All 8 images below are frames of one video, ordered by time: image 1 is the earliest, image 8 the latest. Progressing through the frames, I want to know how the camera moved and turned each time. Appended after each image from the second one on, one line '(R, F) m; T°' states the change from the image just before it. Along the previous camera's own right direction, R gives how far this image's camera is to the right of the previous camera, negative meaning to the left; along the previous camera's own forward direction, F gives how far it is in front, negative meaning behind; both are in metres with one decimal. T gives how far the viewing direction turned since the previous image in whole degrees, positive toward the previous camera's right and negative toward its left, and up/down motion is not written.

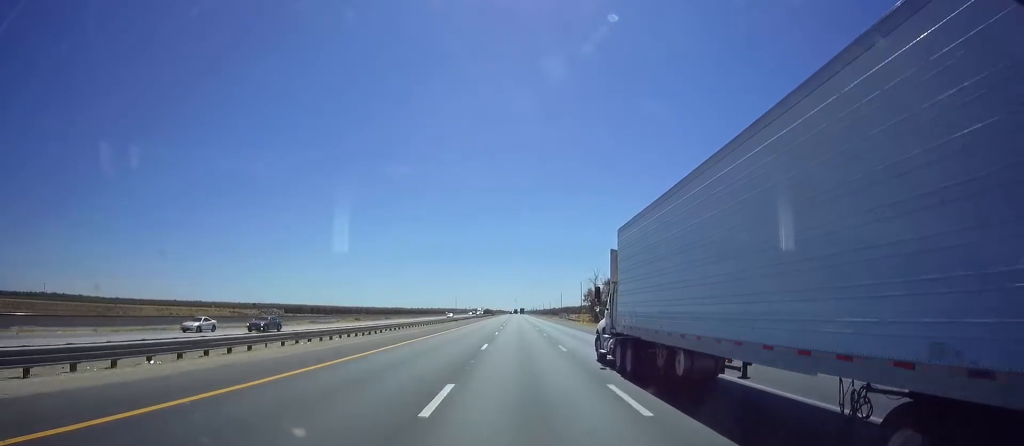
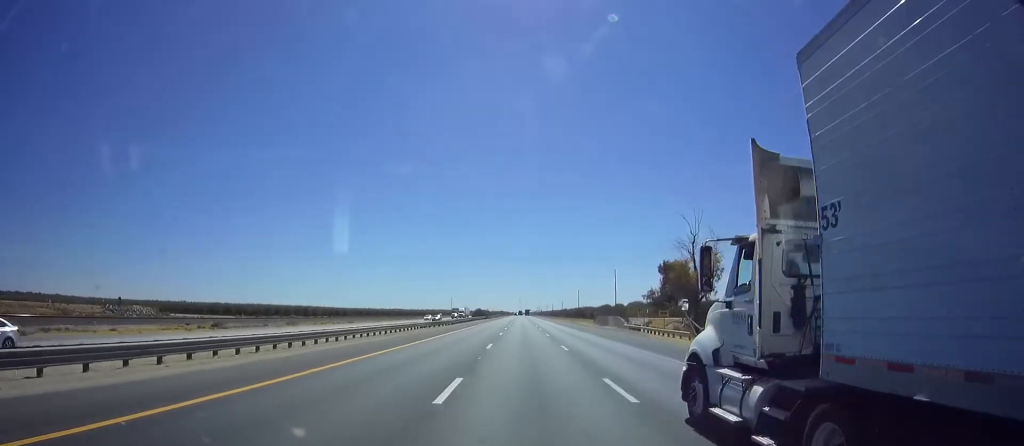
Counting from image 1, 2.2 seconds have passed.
(+0.5, +72.1) m; +1°
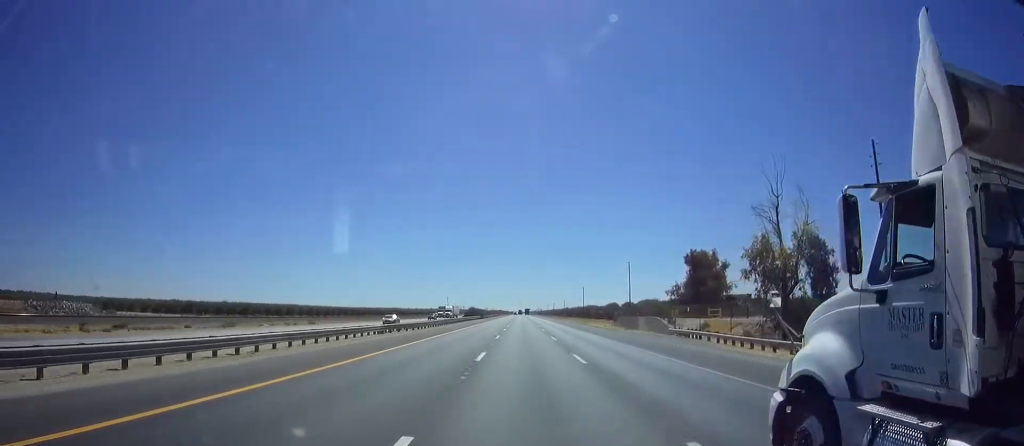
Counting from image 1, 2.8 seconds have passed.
(0.0, +21.0) m; 0°
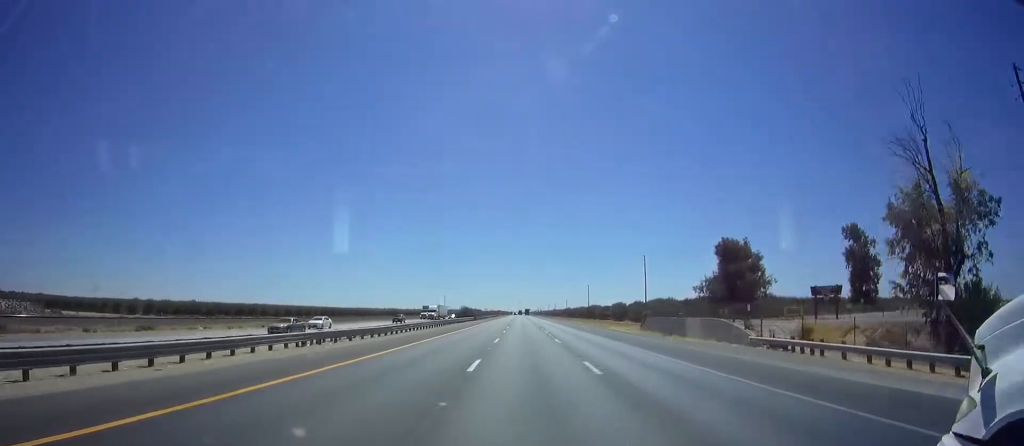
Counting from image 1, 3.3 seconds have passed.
(0.0, +17.6) m; 0°
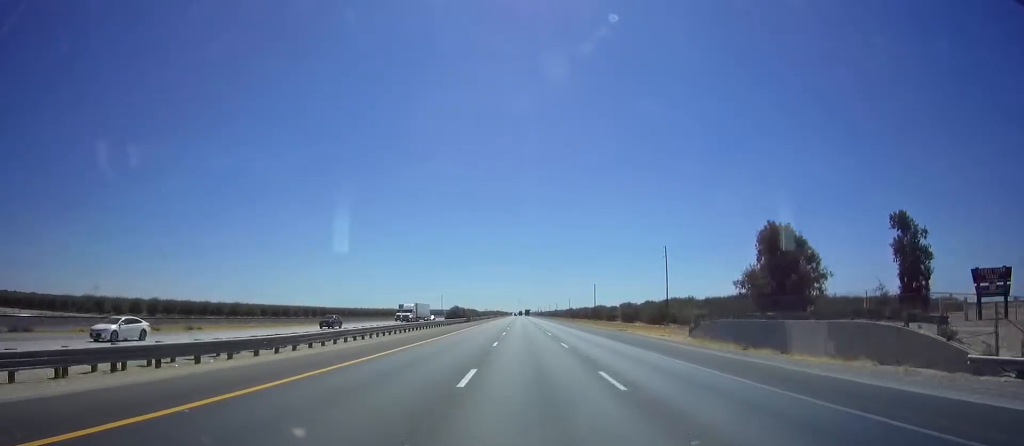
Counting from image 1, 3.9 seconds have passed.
(0.0, +17.6) m; 0°
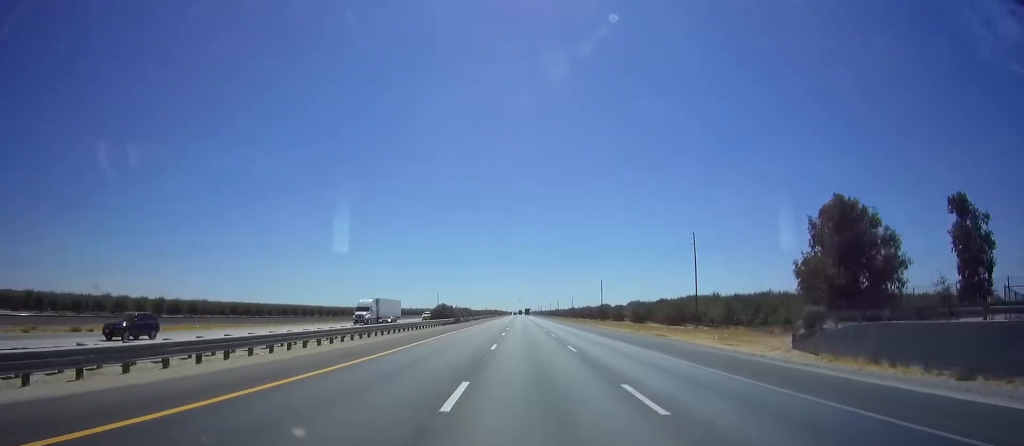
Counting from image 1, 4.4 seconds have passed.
(+0.1, +17.6) m; -1°
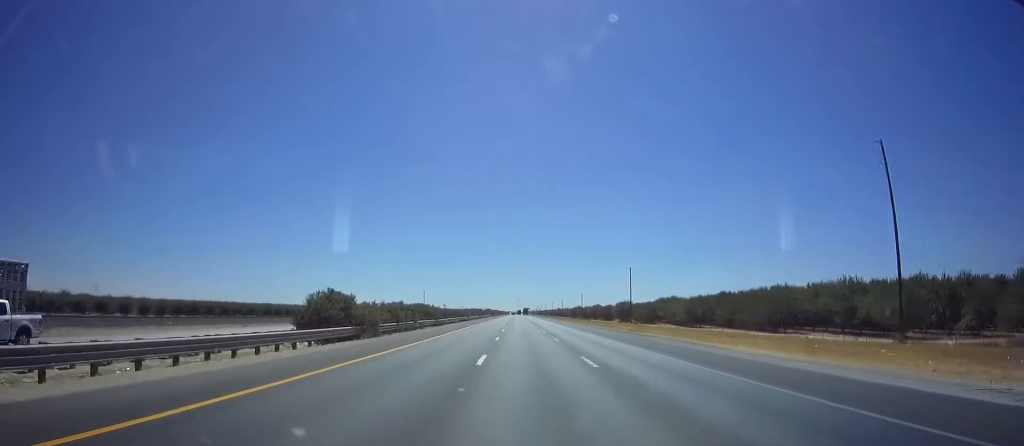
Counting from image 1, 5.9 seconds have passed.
(-0.8, +50.9) m; 0°
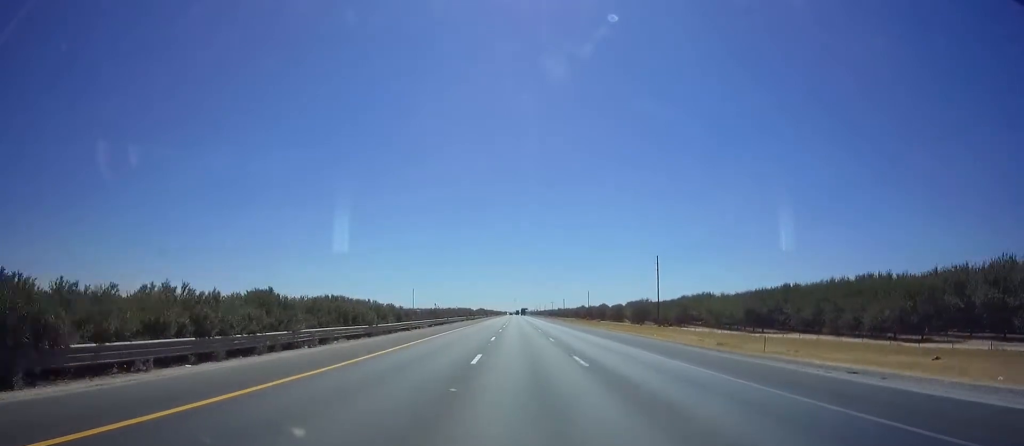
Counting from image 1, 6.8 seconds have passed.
(+0.5, +29.0) m; +1°
